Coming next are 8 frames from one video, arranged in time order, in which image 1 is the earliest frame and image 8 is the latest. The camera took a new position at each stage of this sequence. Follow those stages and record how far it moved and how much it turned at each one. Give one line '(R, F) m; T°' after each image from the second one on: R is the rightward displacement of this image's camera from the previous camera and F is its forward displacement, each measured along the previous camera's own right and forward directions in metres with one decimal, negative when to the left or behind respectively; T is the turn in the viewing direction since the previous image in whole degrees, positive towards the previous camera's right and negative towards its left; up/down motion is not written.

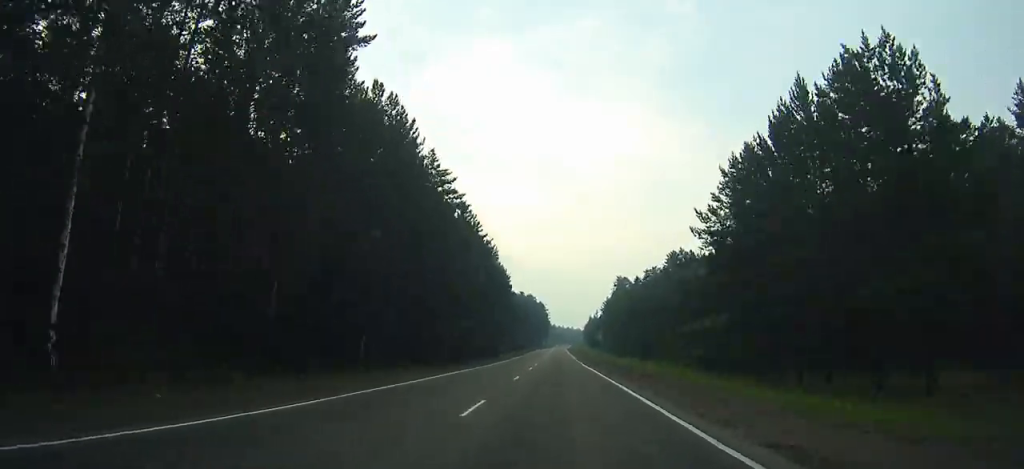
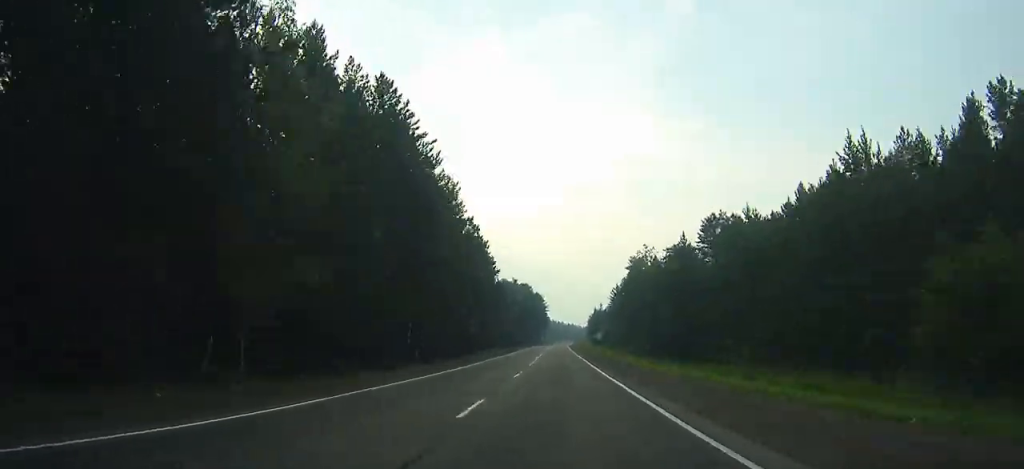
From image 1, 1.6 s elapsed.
(-0.1, +35.2) m; 0°
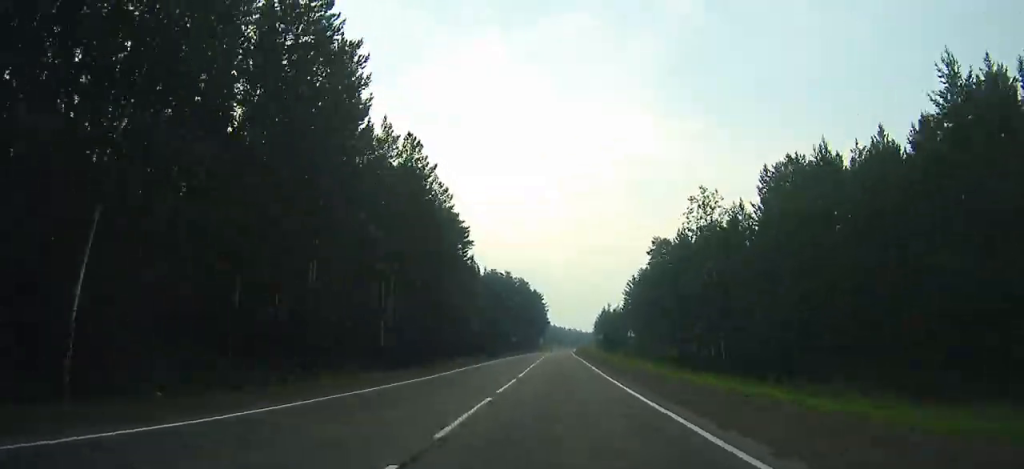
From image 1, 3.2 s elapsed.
(+0.1, +35.2) m; 0°
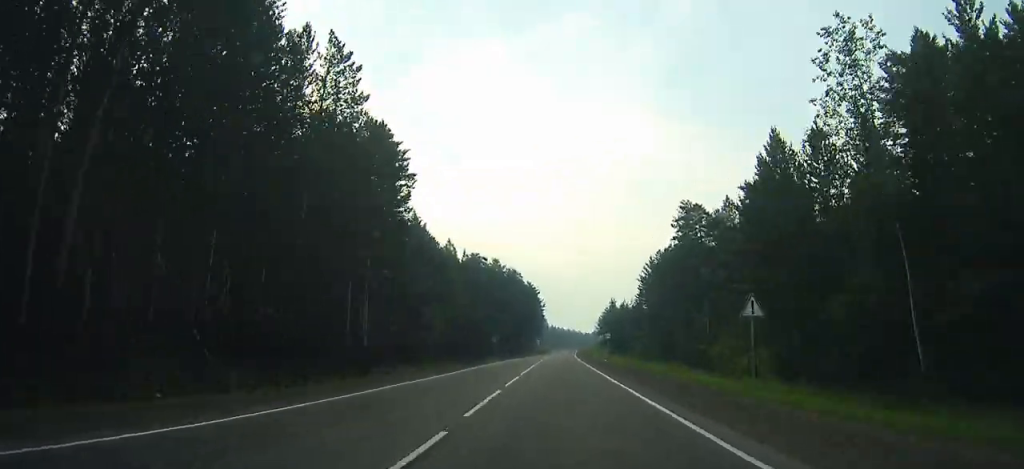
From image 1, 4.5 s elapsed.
(+0.1, +28.6) m; 0°
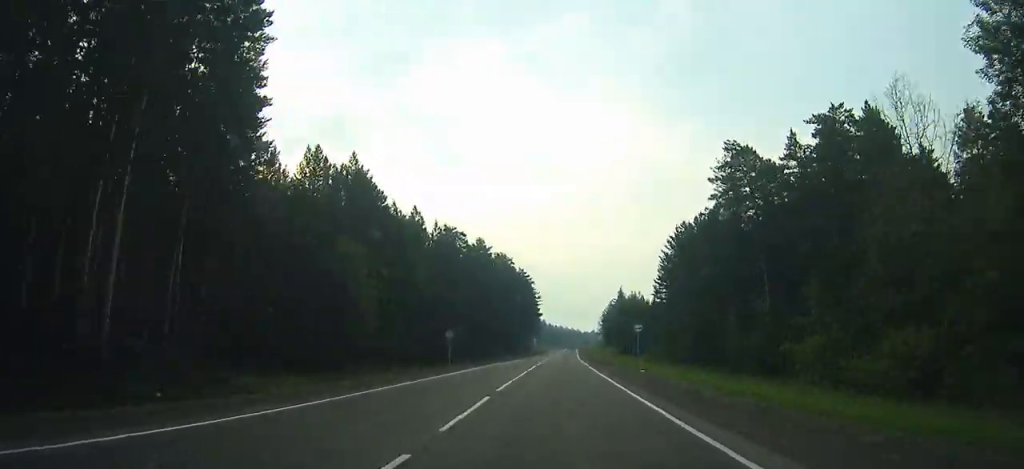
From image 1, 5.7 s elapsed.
(0.0, +26.2) m; 0°
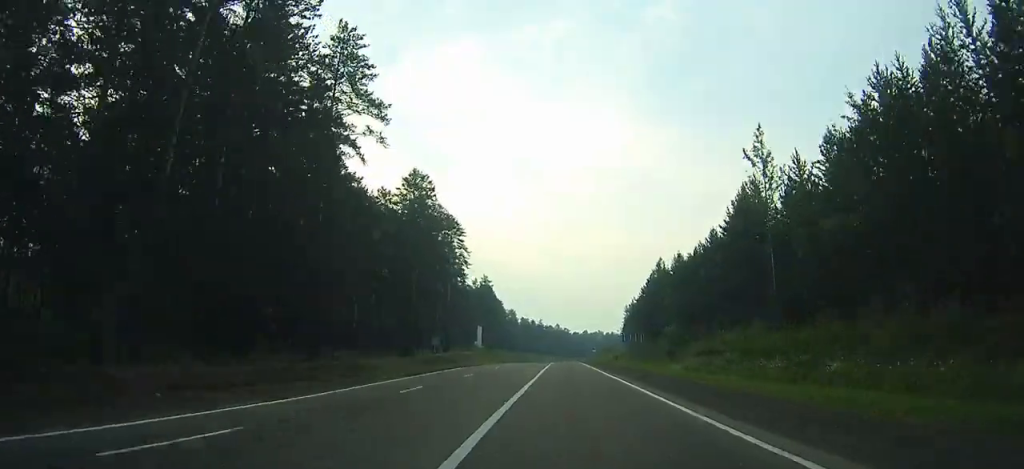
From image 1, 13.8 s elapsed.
(+3.3, +170.1) m; +2°
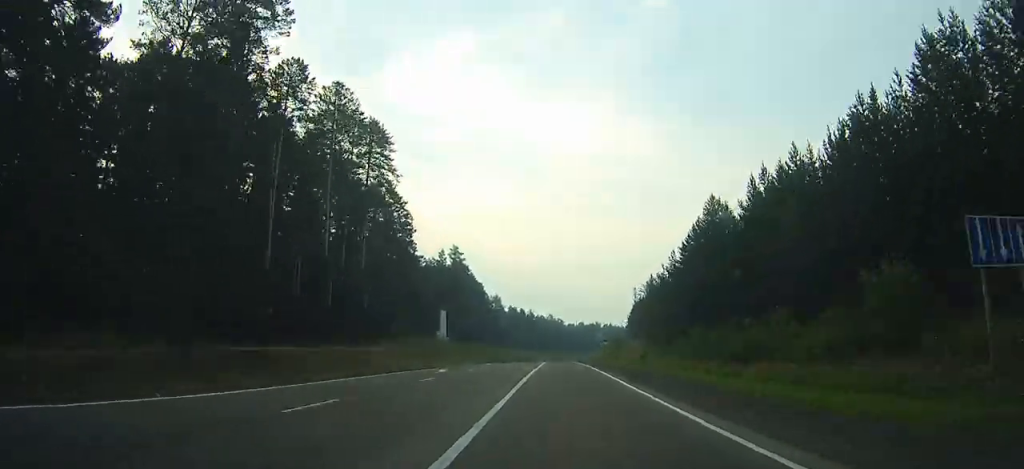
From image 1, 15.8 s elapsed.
(0.0, +42.7) m; 0°
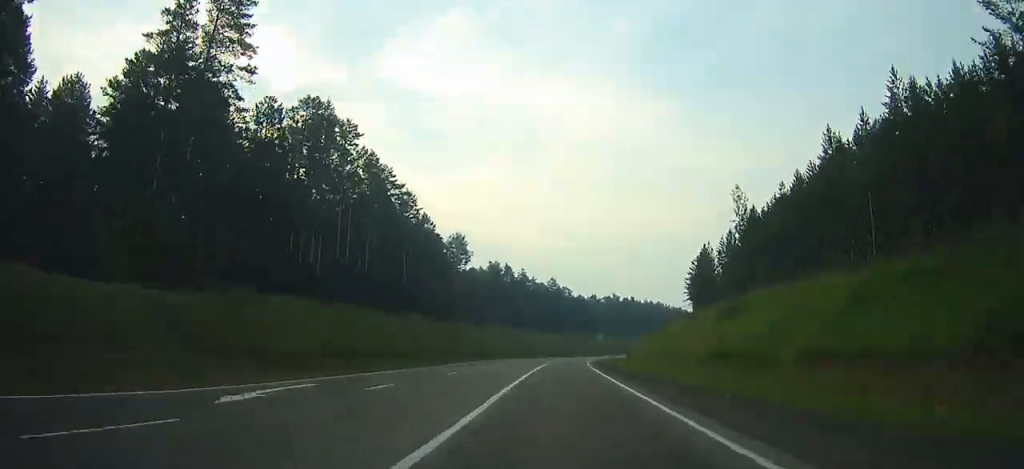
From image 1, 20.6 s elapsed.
(0.0, +102.4) m; +1°
